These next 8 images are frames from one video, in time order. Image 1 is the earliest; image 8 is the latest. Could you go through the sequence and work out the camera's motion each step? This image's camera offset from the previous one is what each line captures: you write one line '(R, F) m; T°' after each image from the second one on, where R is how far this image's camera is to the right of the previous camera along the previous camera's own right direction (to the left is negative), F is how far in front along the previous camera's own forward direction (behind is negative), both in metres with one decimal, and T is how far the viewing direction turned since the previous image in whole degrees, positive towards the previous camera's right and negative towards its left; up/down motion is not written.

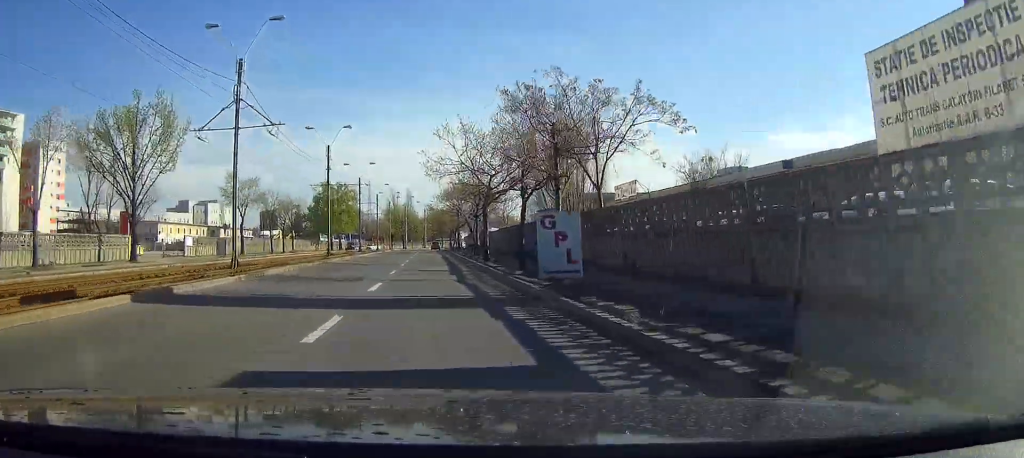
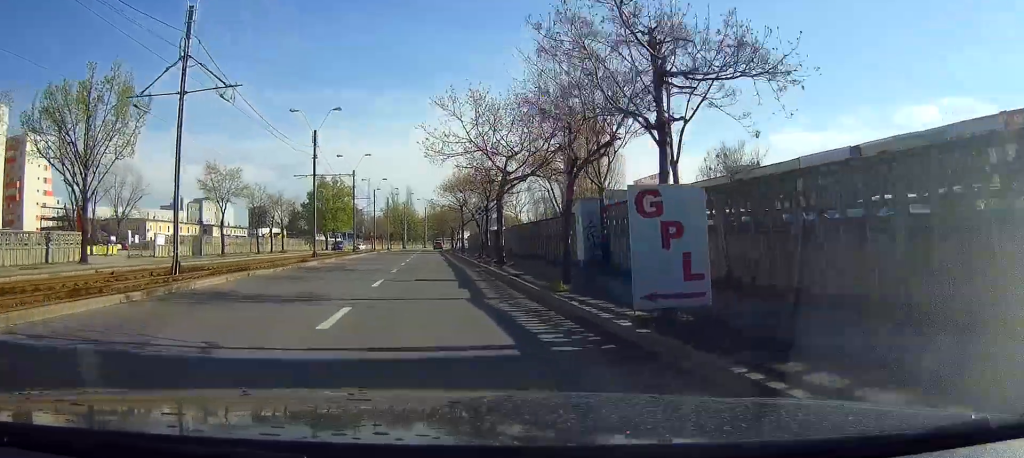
(0.0, +7.9) m; 0°
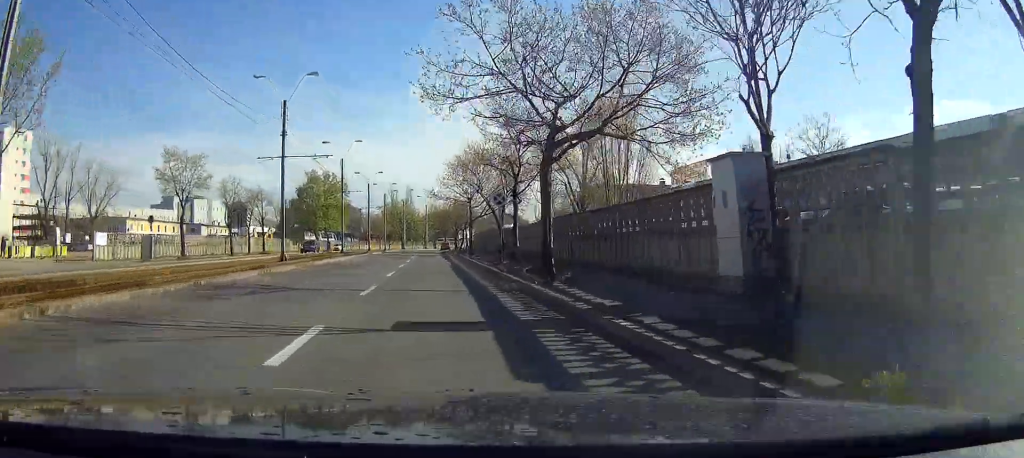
(0.0, +12.2) m; 0°
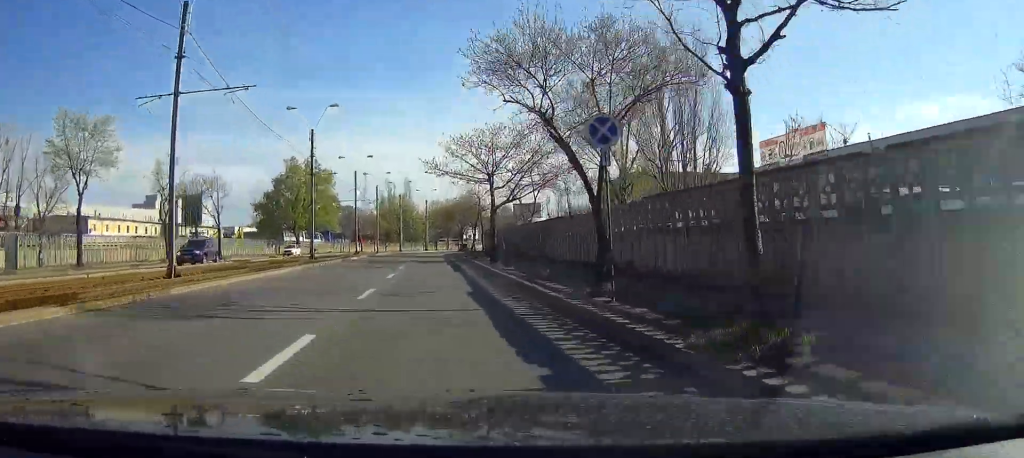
(0.0, +18.9) m; 0°
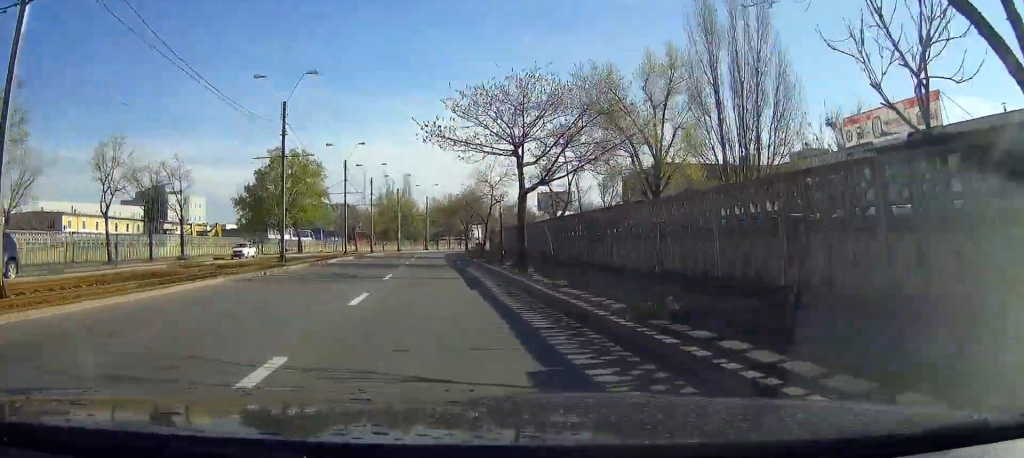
(0.0, +10.9) m; 0°
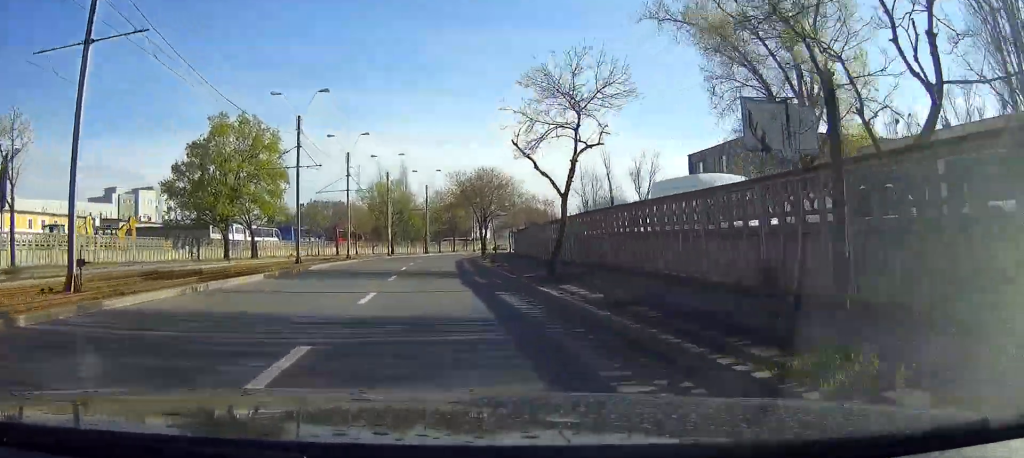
(-0.1, +26.2) m; 0°
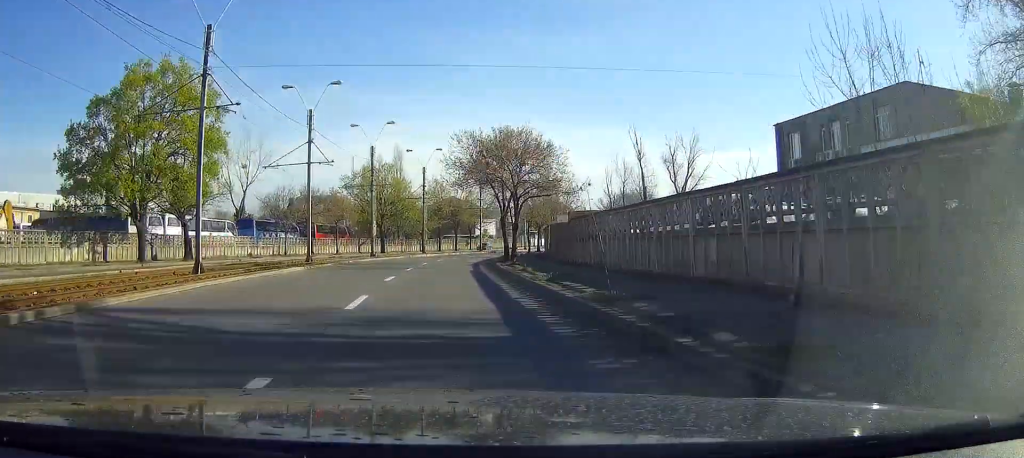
(+0.2, +20.2) m; +1°
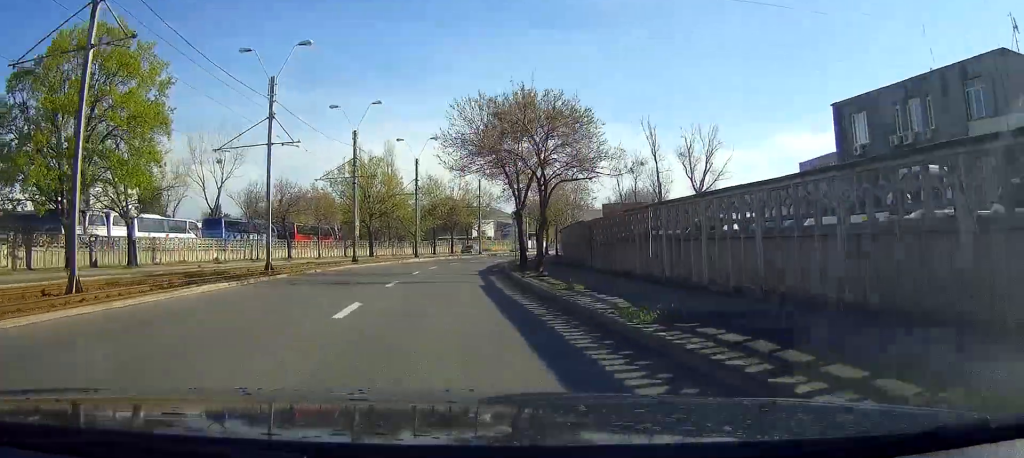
(-0.1, +9.7) m; +1°
